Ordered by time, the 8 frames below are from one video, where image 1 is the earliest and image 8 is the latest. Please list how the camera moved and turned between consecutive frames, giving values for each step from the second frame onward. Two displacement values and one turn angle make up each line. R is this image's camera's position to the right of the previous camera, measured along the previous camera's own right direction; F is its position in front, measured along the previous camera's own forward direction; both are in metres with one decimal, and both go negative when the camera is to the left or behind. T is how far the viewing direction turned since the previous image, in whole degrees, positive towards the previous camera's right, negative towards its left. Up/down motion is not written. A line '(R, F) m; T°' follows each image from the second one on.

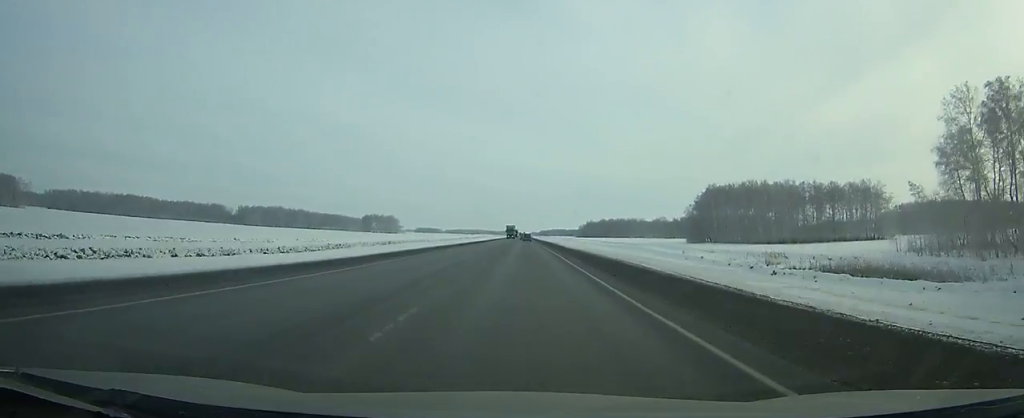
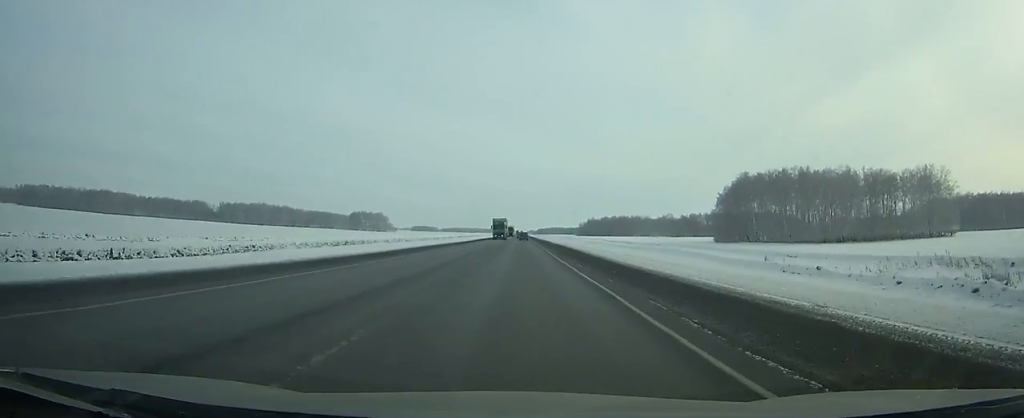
(-0.1, +37.9) m; 0°
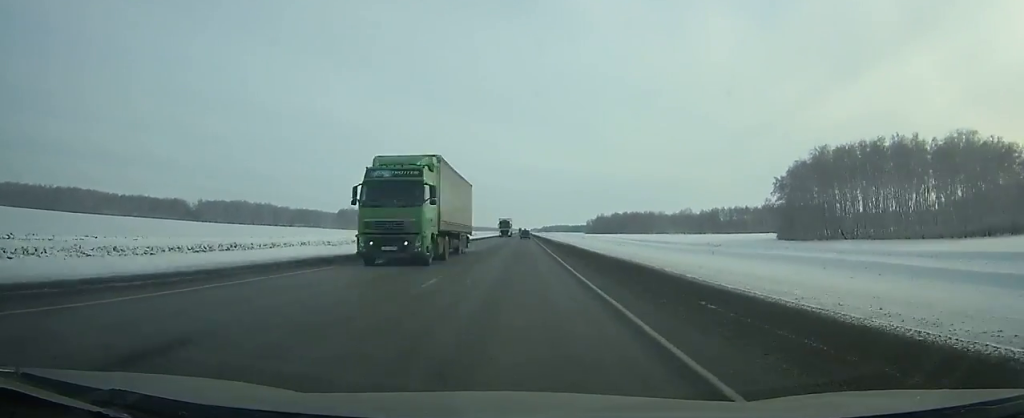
(0.0, +52.3) m; 0°
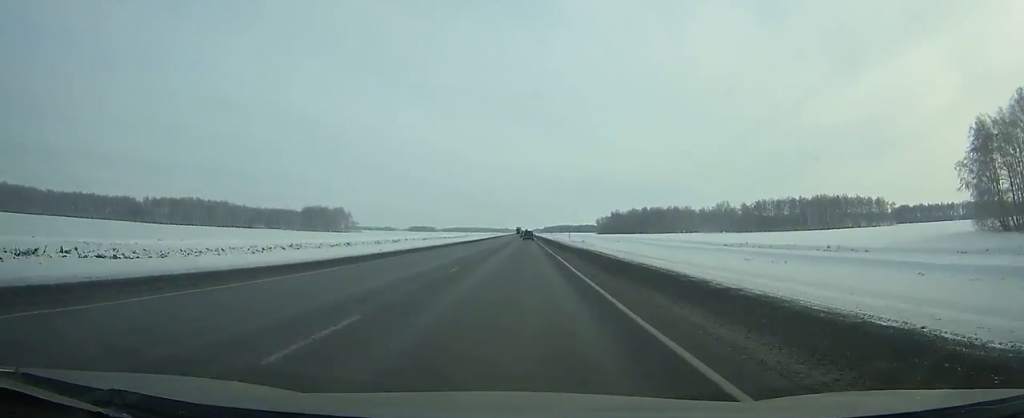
(-0.3, +91.3) m; 0°
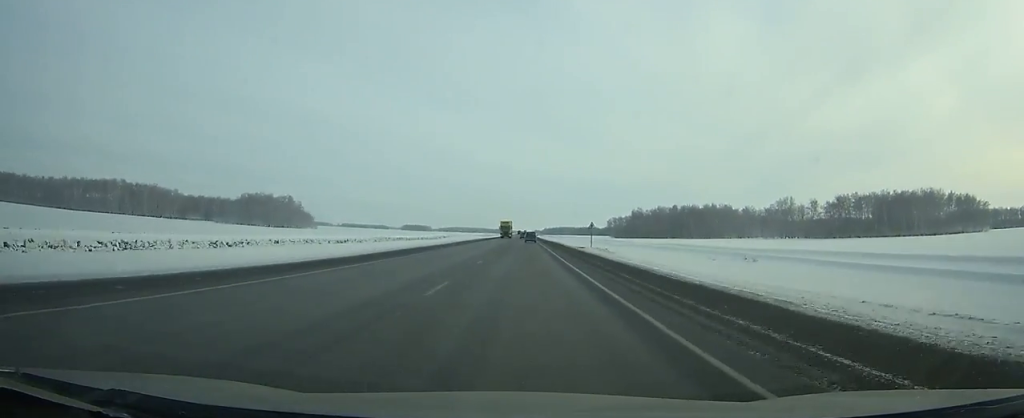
(-0.1, +102.7) m; 0°
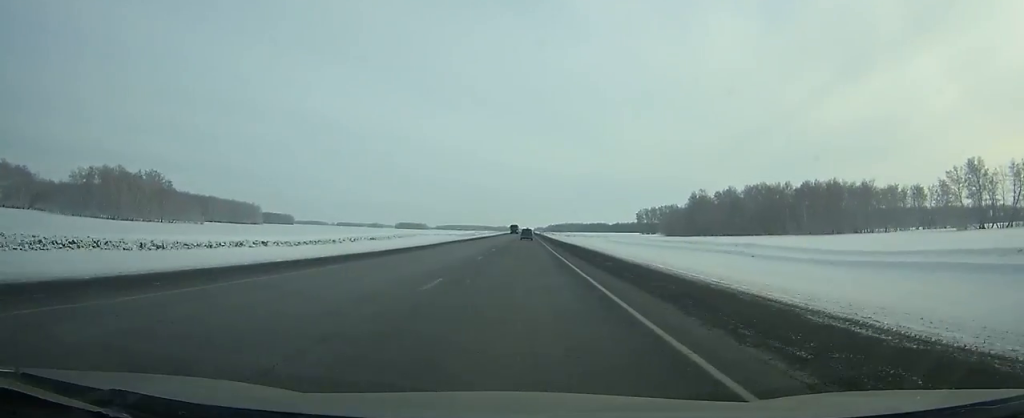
(+0.1, +139.8) m; 0°
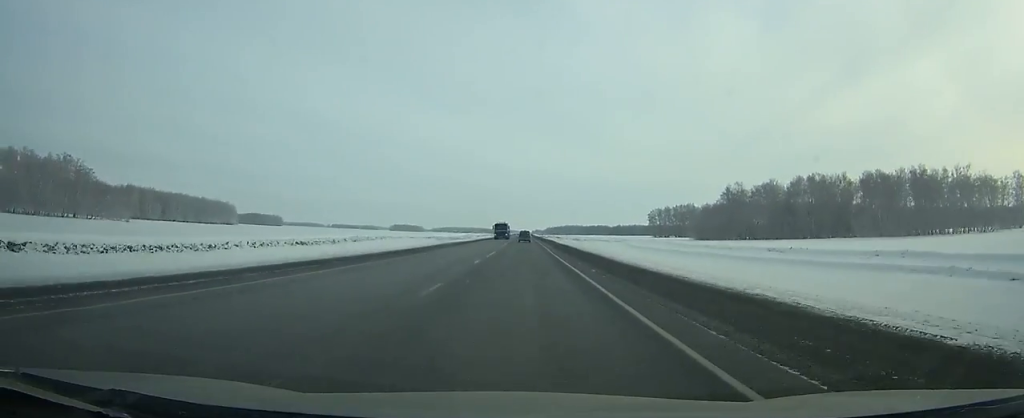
(0.0, +49.9) m; 0°
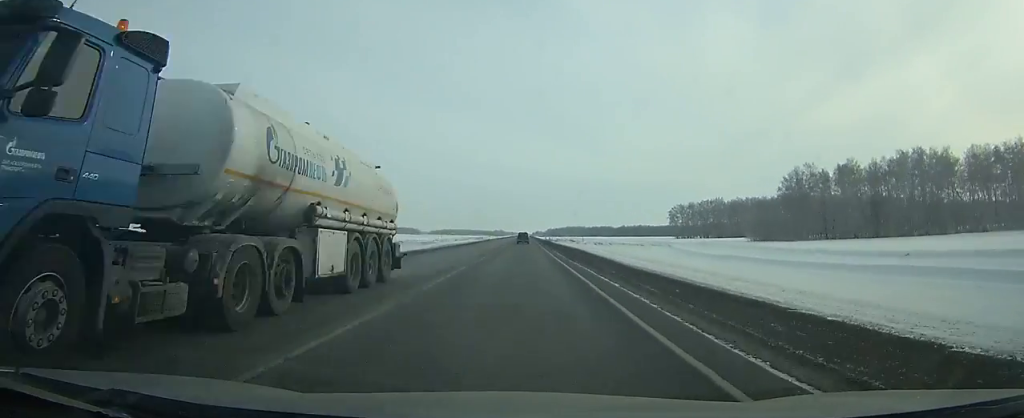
(0.0, +57.4) m; 0°
